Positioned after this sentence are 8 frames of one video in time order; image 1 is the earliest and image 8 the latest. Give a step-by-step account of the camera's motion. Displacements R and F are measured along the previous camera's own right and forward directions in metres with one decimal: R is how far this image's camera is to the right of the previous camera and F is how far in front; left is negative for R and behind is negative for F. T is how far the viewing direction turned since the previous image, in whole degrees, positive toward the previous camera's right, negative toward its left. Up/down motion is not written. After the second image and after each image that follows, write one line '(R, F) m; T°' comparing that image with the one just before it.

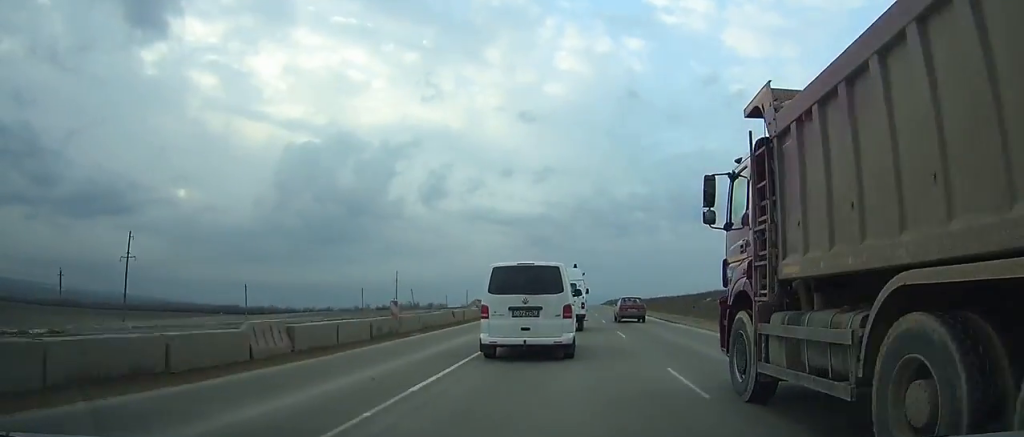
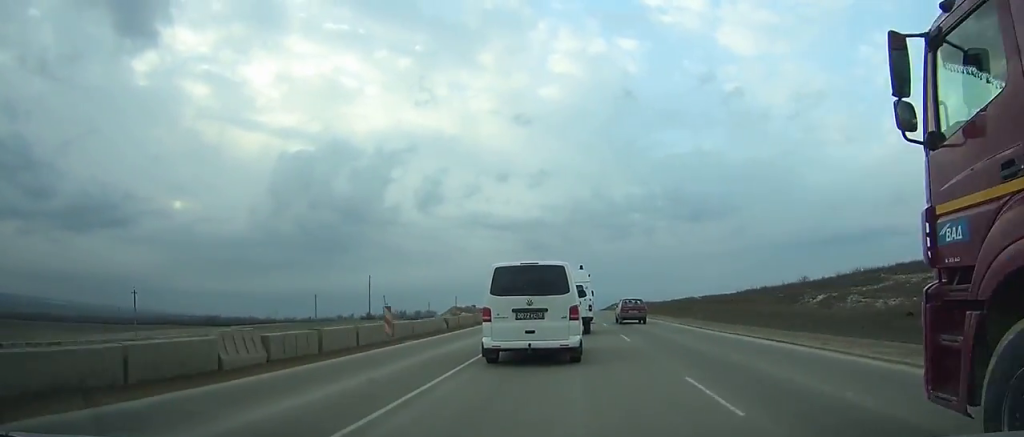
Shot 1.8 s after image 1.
(+0.1, +37.1) m; 0°
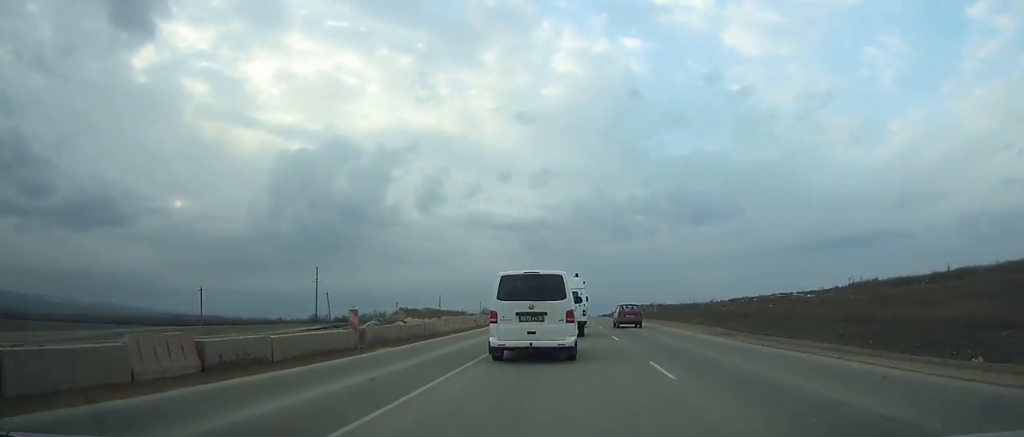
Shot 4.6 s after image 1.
(0.0, +56.4) m; 0°
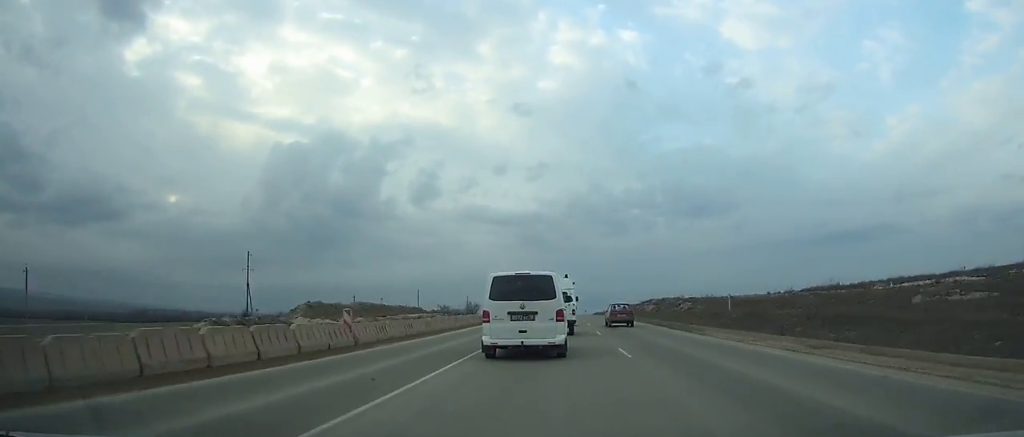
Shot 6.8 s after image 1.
(+0.3, +44.6) m; +1°
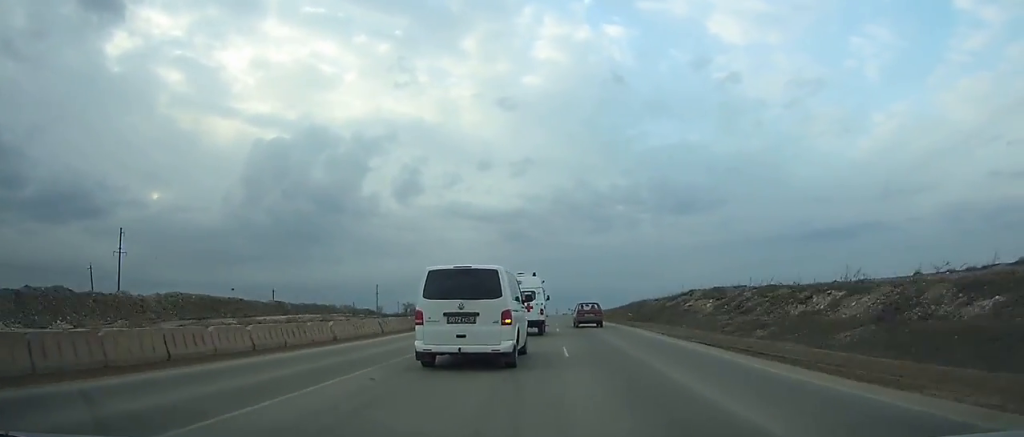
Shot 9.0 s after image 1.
(+0.3, +45.0) m; 0°
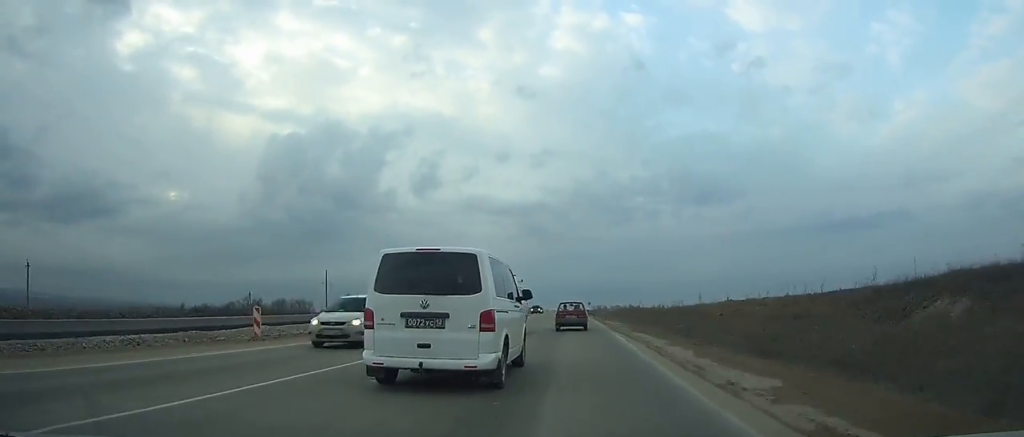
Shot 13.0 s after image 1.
(+0.2, +83.5) m; 0°
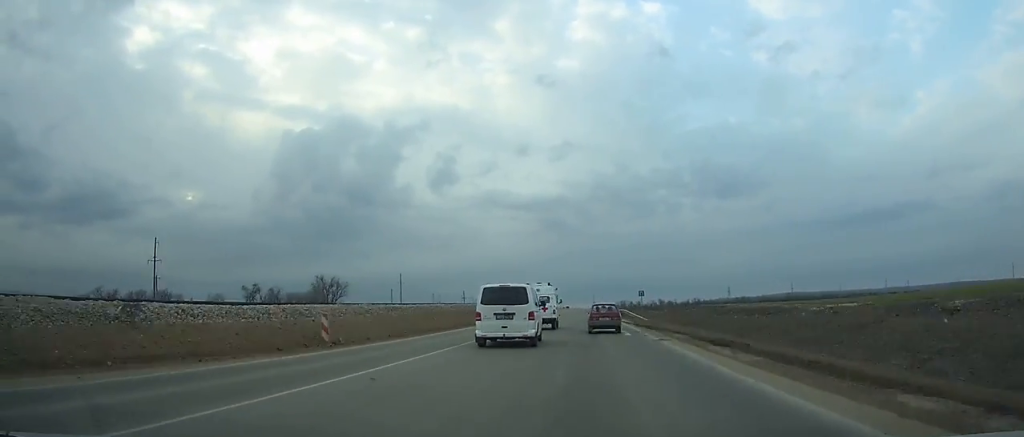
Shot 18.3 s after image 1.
(-2.6, +117.4) m; -2°
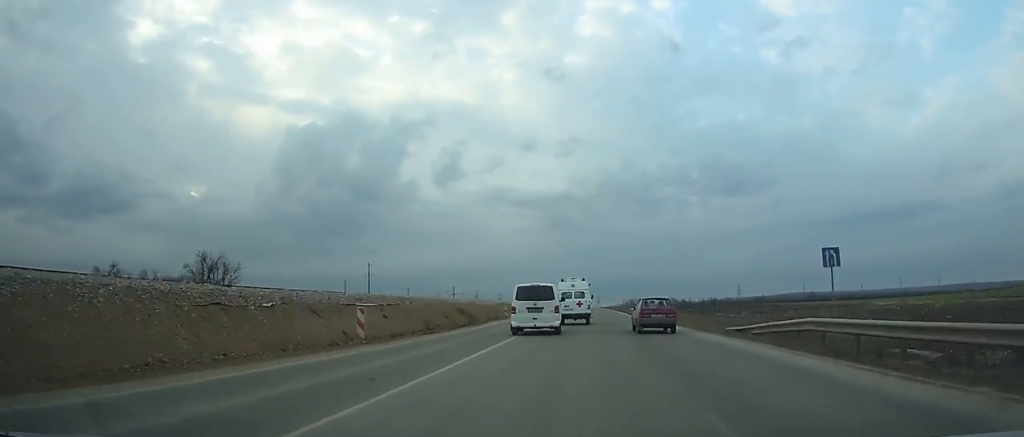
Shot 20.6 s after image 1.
(-0.4, +54.4) m; 0°
